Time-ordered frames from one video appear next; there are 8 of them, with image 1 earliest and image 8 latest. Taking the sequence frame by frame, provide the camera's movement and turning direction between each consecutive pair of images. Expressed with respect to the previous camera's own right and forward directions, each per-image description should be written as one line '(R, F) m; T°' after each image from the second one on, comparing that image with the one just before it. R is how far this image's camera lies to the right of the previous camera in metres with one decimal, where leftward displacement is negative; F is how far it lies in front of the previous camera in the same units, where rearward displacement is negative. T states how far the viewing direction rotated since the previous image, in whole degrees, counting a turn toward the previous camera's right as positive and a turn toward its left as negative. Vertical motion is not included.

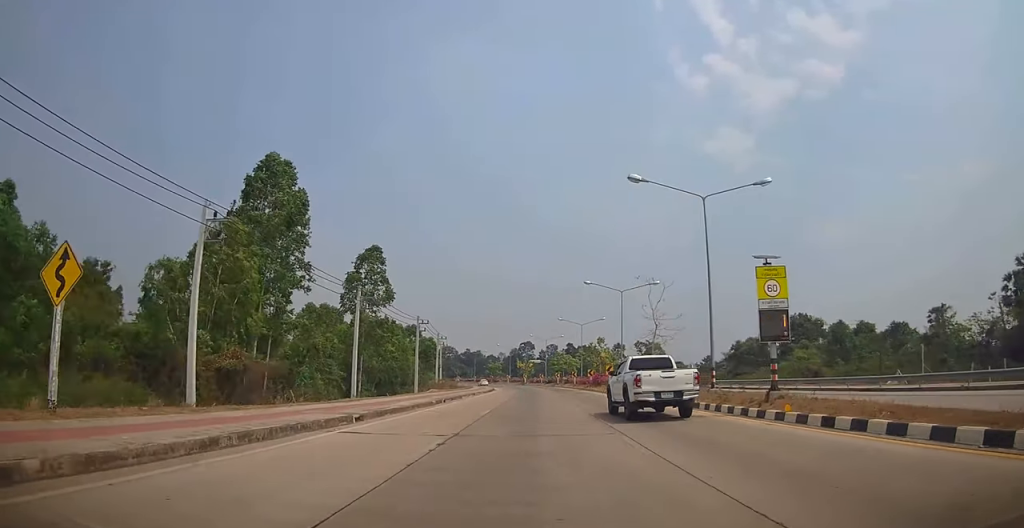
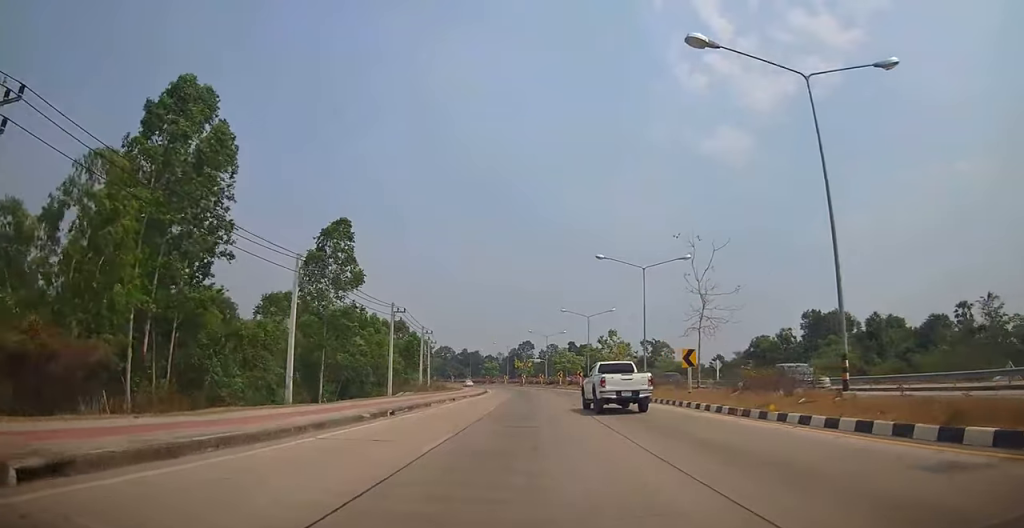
(0.0, +11.4) m; 0°
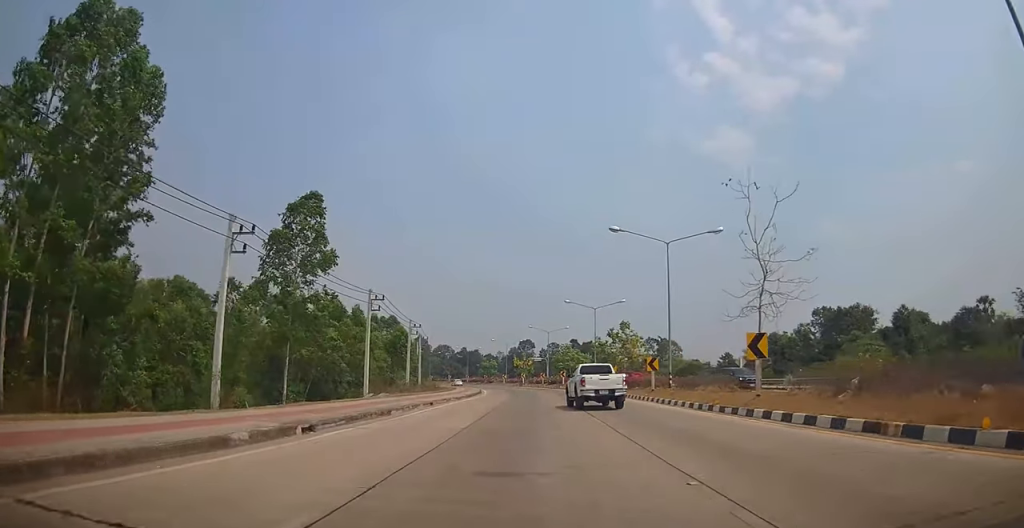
(0.0, +7.7) m; 0°
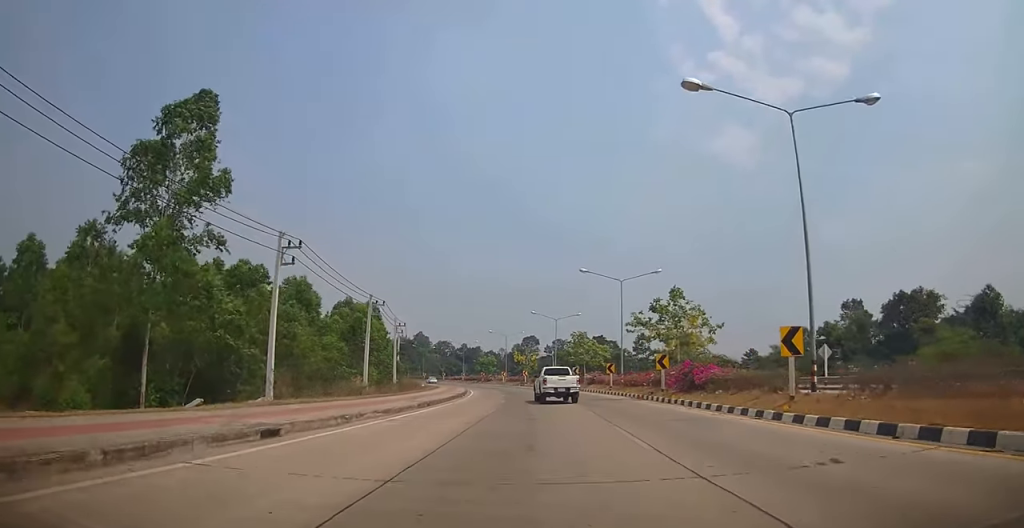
(0.0, +17.5) m; 0°
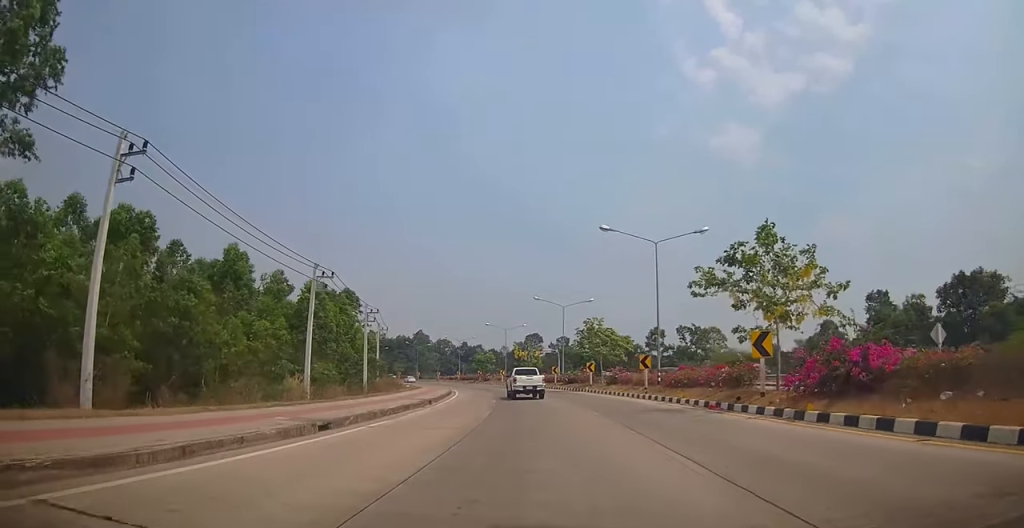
(0.0, +13.1) m; 0°
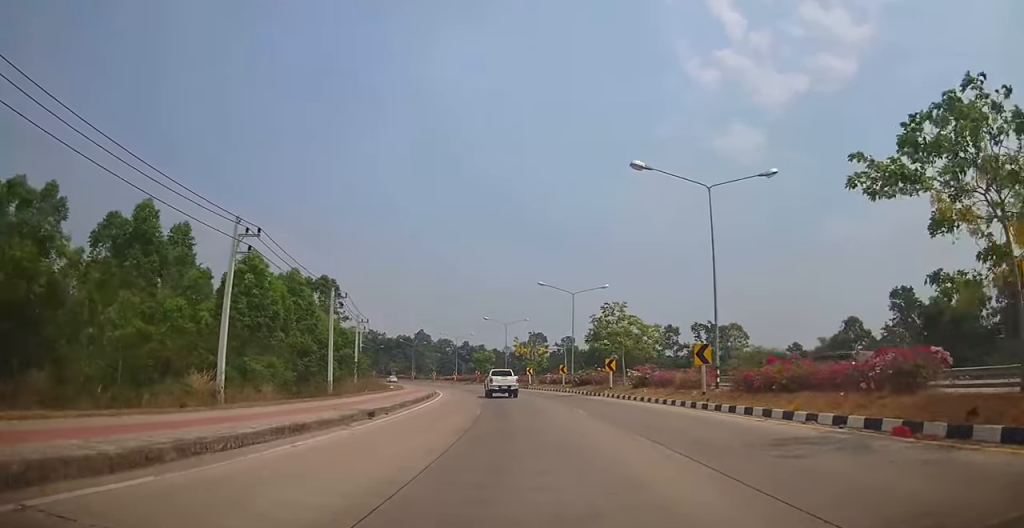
(0.0, +10.6) m; 0°
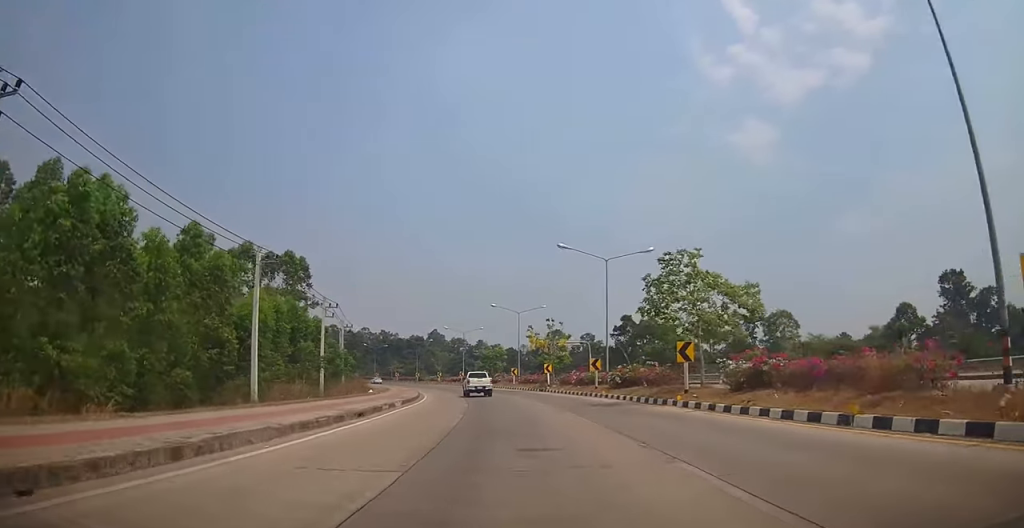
(0.0, +15.3) m; 0°
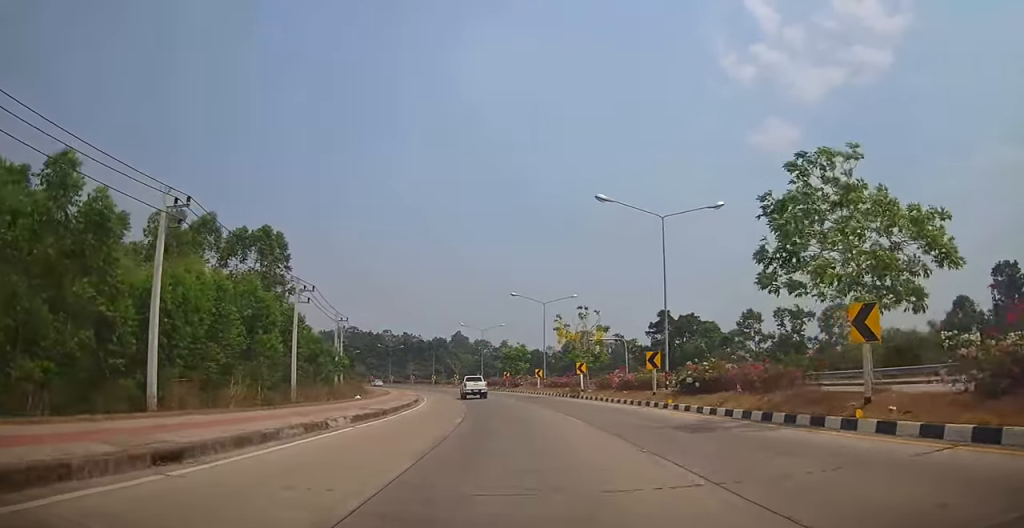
(0.0, +11.1) m; 0°
